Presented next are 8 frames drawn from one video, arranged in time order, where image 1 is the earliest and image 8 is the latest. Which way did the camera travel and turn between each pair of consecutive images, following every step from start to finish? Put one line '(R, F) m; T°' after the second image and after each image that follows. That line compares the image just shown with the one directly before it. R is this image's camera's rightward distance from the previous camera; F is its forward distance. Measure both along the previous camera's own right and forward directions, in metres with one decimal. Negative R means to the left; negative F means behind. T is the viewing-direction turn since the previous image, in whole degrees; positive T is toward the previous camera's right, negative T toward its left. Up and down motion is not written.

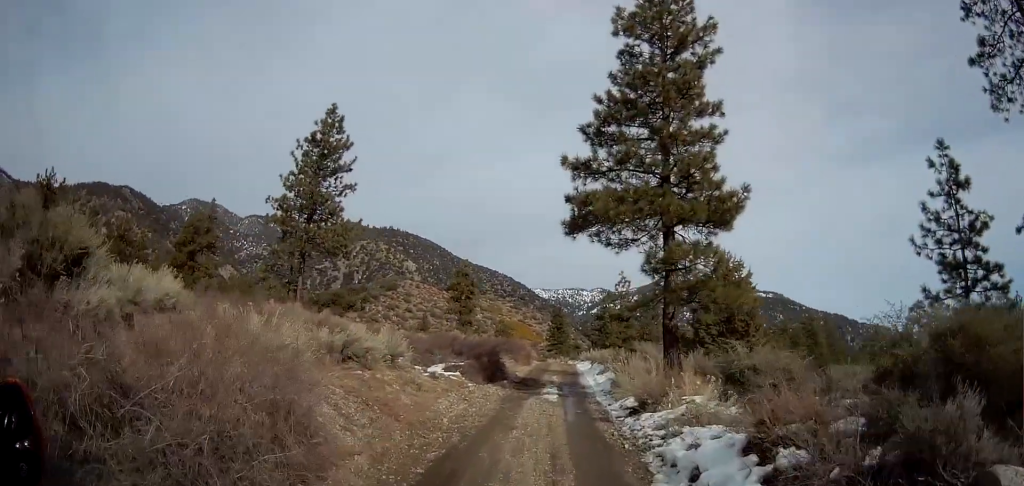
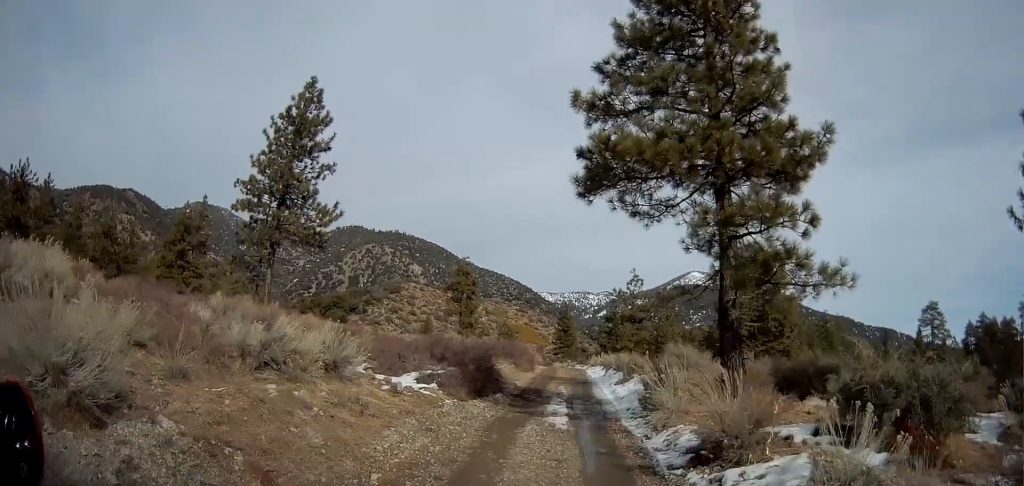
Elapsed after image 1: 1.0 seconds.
(-0.1, +5.4) m; 0°
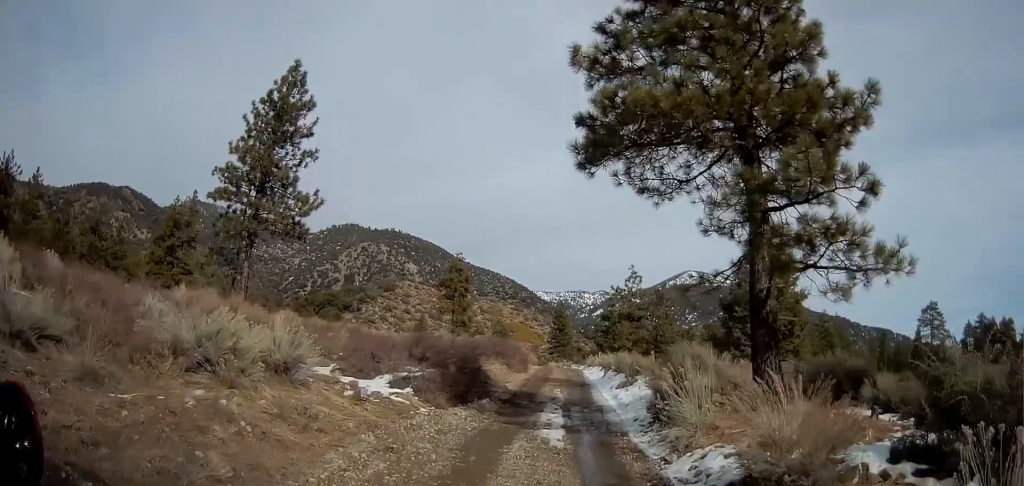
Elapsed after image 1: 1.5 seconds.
(0.0, +2.3) m; -1°
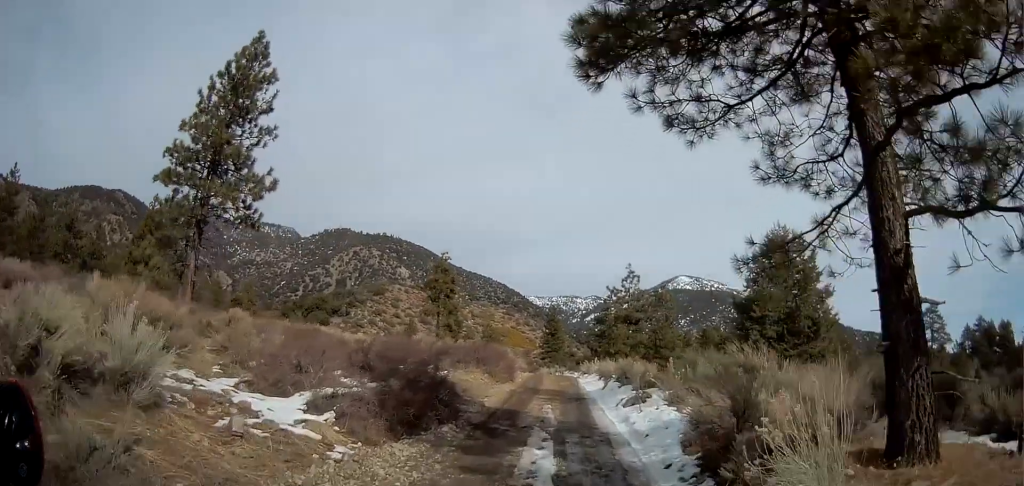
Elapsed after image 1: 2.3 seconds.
(0.0, +4.6) m; -1°
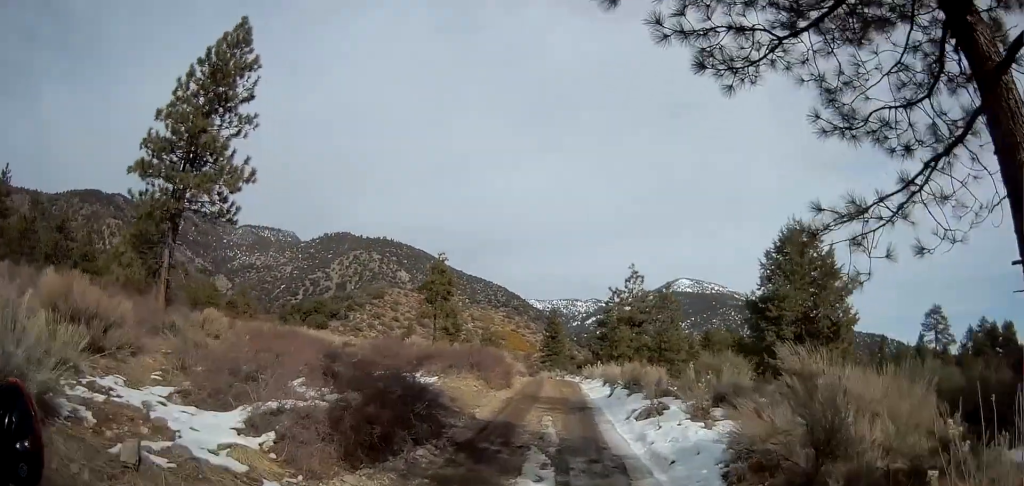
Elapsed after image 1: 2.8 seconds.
(-0.1, +2.3) m; 0°
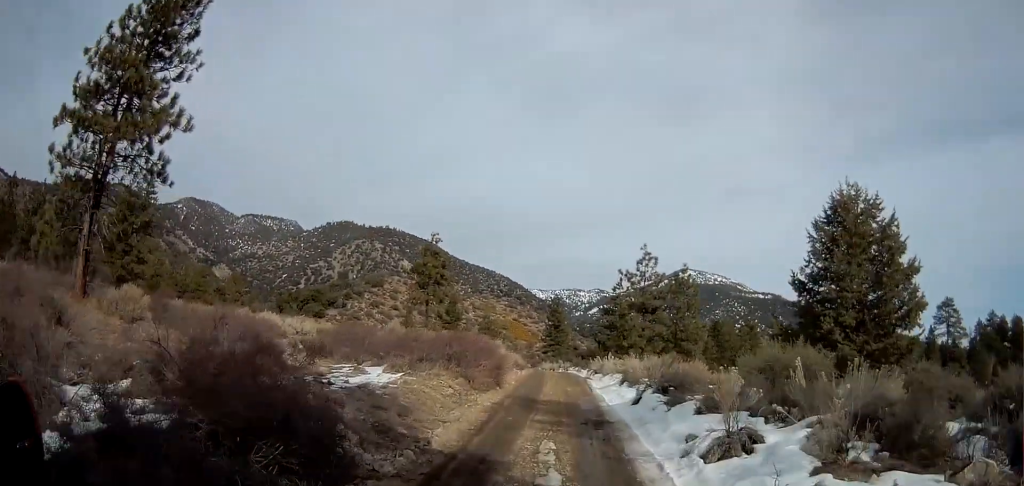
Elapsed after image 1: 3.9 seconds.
(+0.1, +5.9) m; +1°
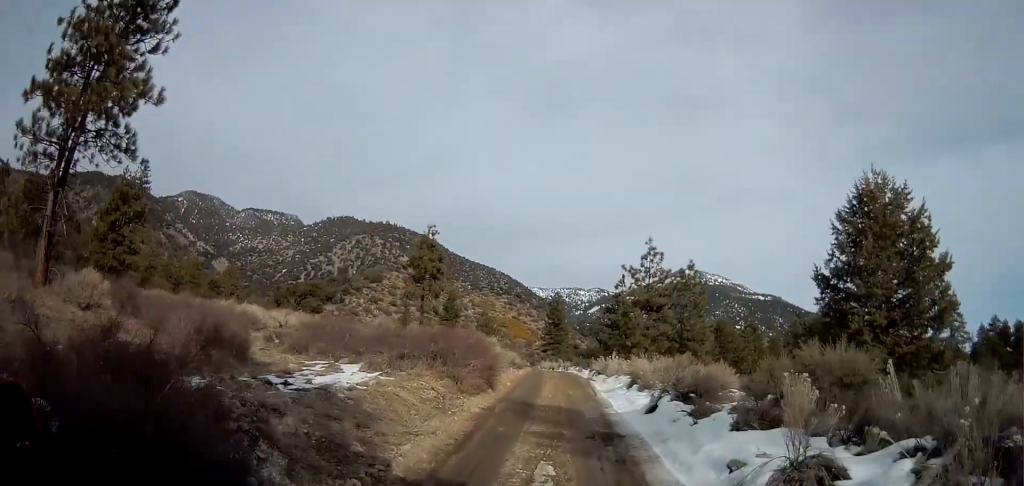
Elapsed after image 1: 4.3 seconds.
(0.0, +2.2) m; -1°
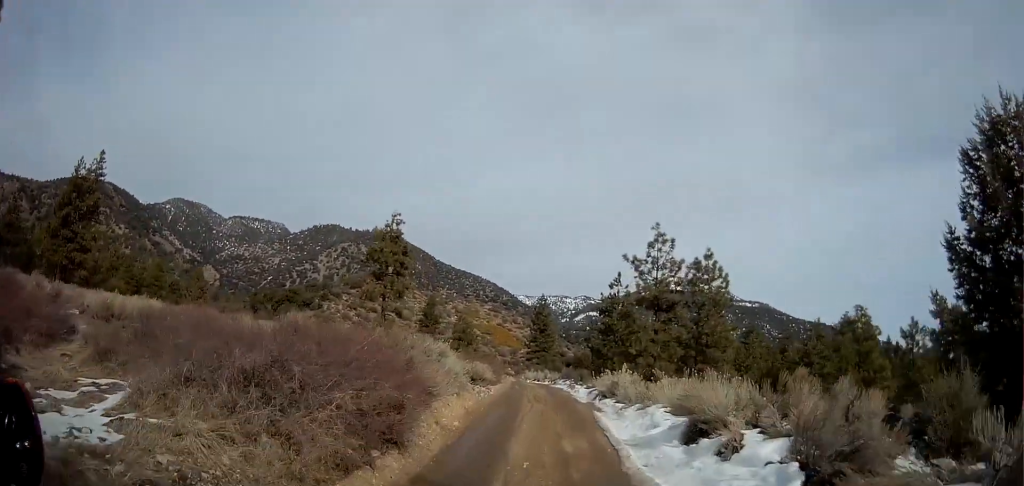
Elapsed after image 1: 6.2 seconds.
(-1.0, +9.2) m; -5°
